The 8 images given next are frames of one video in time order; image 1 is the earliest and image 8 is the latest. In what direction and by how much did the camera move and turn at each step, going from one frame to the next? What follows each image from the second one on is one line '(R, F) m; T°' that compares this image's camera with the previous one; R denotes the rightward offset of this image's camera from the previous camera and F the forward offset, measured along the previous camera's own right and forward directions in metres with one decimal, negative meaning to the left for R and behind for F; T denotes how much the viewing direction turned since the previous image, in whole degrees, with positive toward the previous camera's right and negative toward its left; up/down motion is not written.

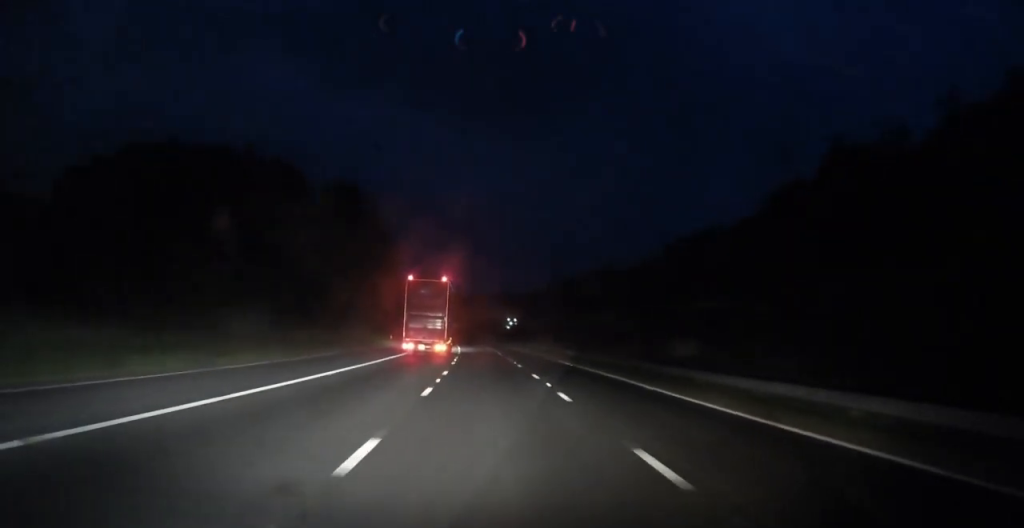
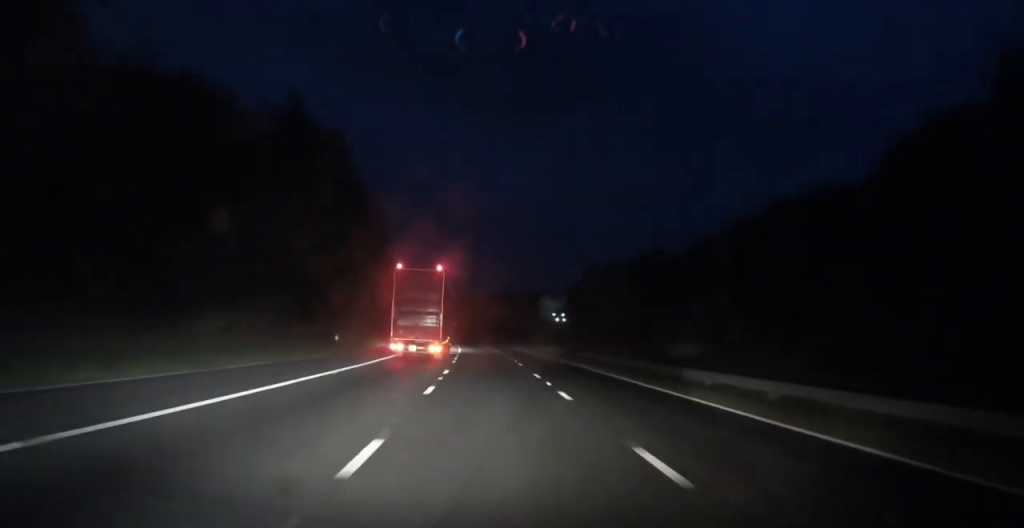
(-0.5, +36.0) m; -1°
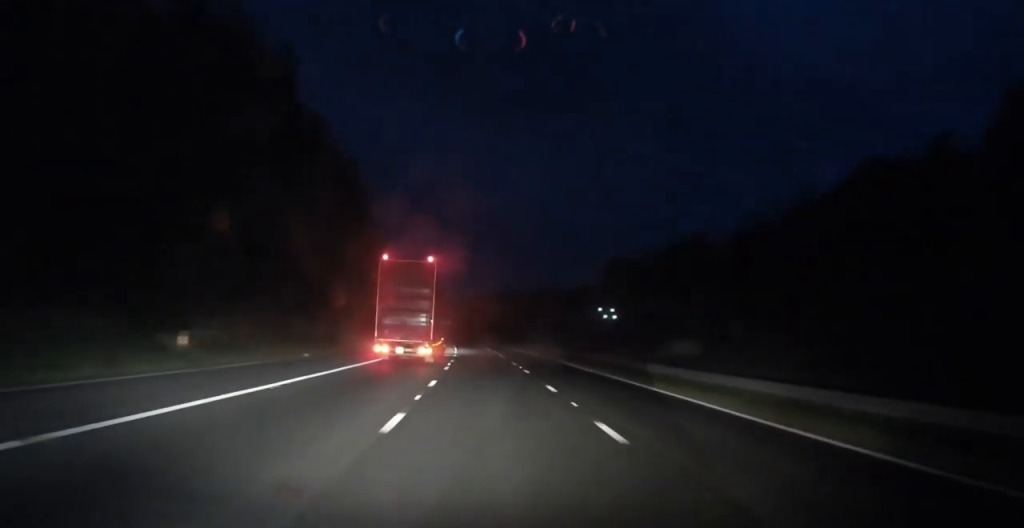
(-0.2, +24.6) m; -1°
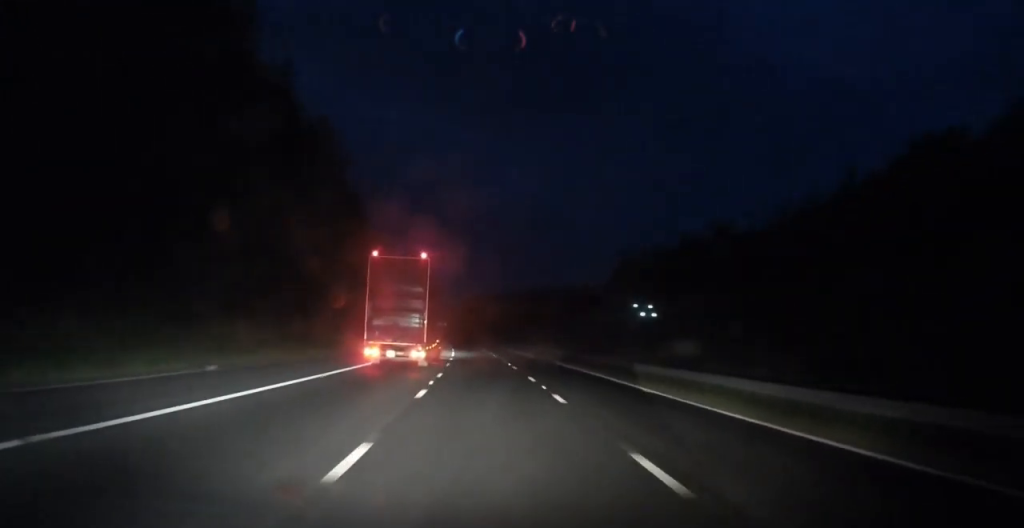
(-0.1, +12.3) m; 0°
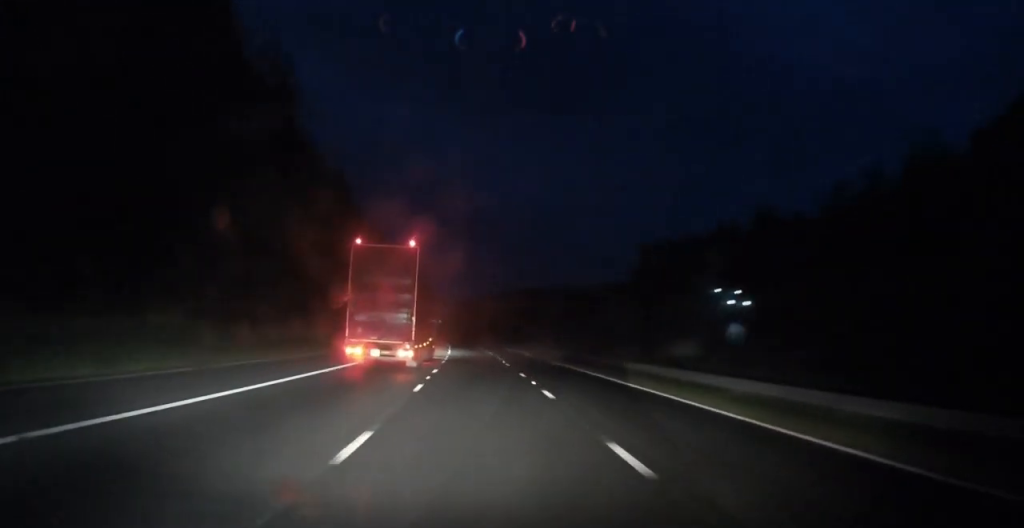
(-0.1, +17.0) m; -1°
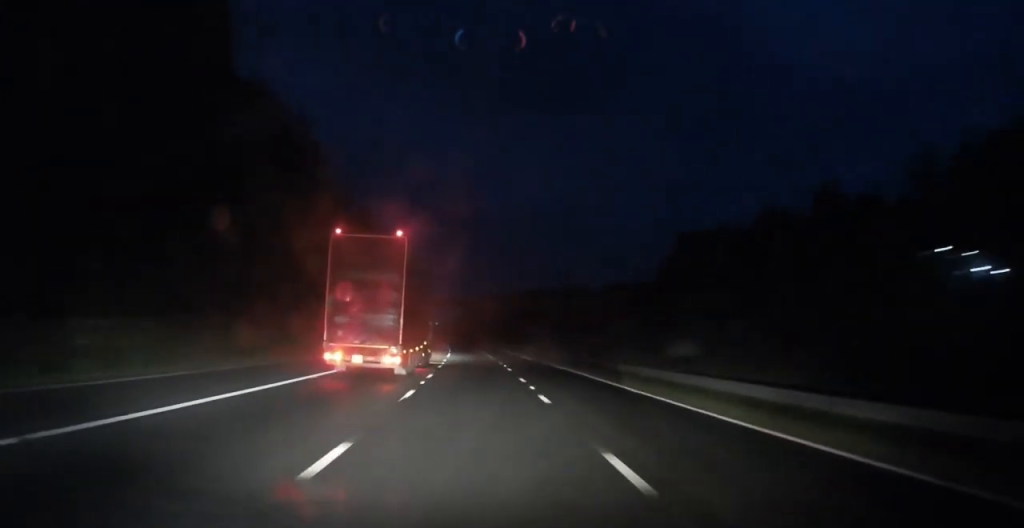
(0.0, +18.9) m; -1°
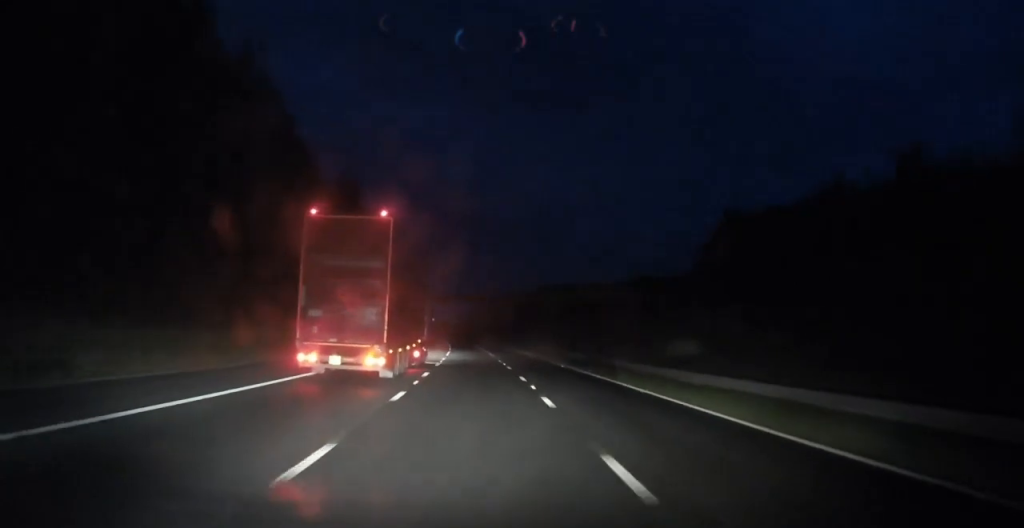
(-0.1, +17.9) m; -1°
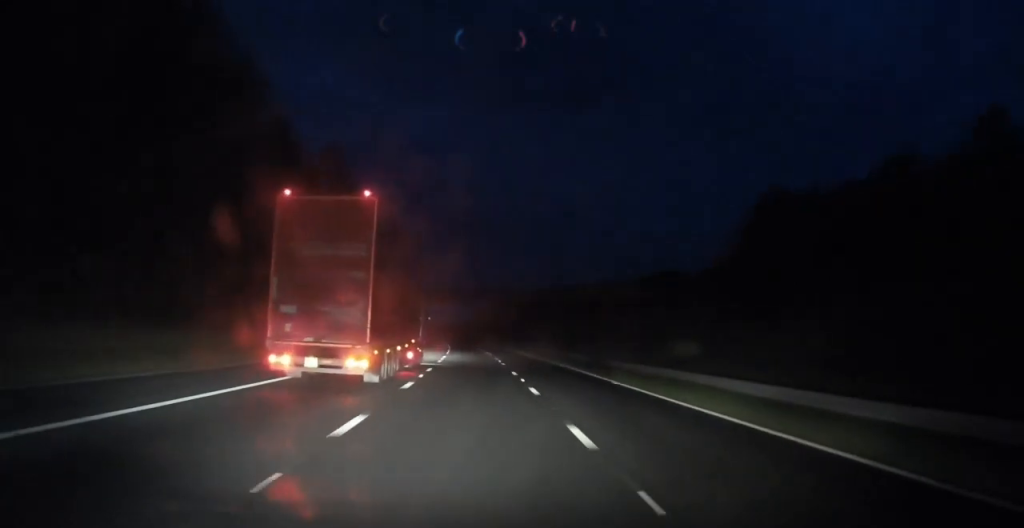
(0.0, +14.2) m; -1°
